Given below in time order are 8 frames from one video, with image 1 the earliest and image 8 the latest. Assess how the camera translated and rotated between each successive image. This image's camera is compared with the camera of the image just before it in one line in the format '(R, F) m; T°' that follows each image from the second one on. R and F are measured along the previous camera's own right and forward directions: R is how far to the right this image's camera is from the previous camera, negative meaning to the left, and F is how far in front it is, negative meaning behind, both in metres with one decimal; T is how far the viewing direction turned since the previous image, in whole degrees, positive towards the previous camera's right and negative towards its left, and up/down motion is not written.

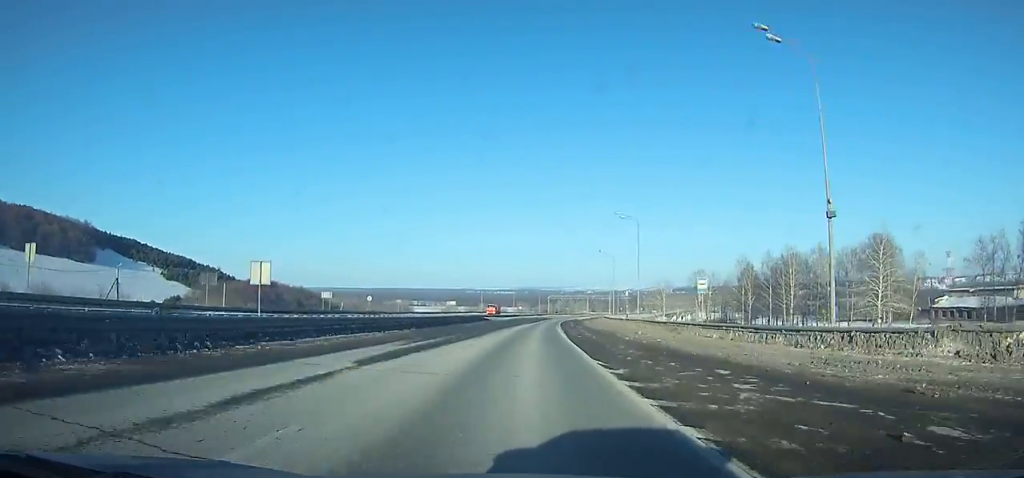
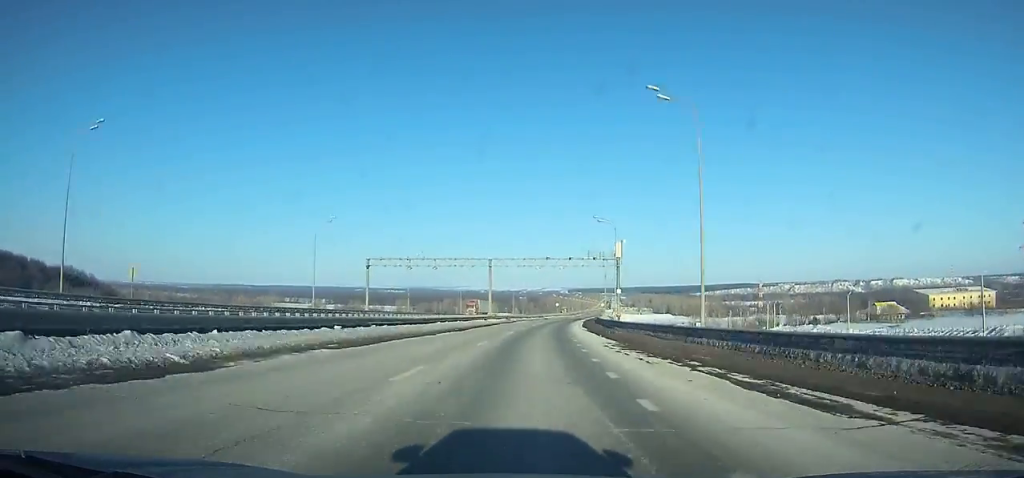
(+19.2, +196.8) m; +11°
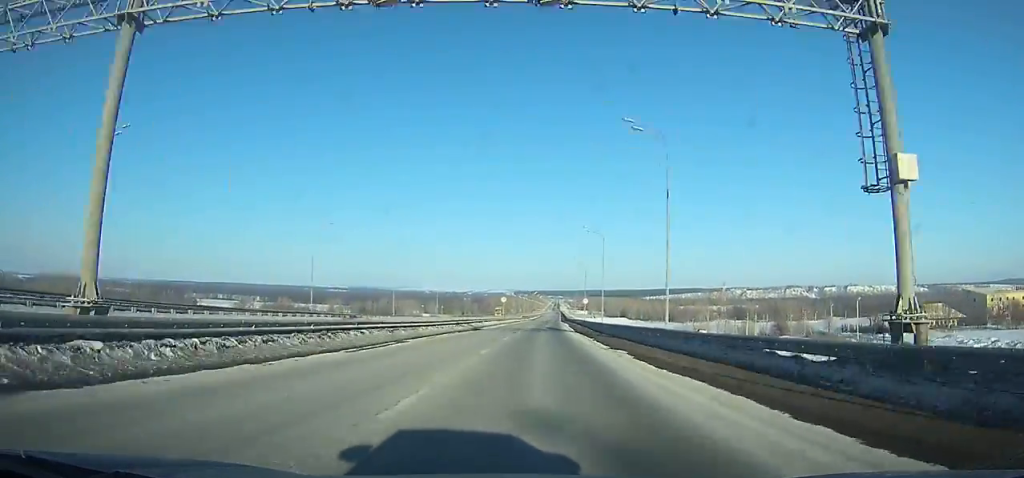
(+2.8, +74.5) m; +4°
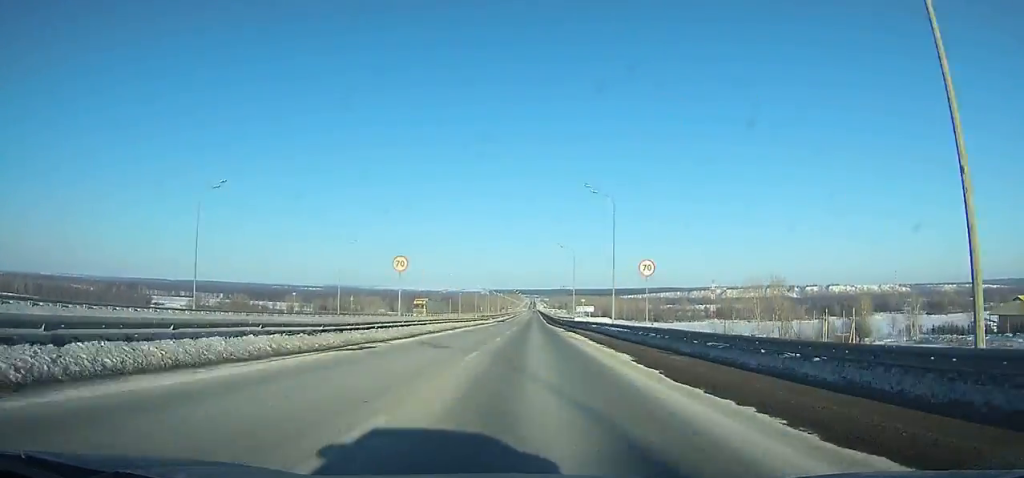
(+2.1, +61.9) m; +3°
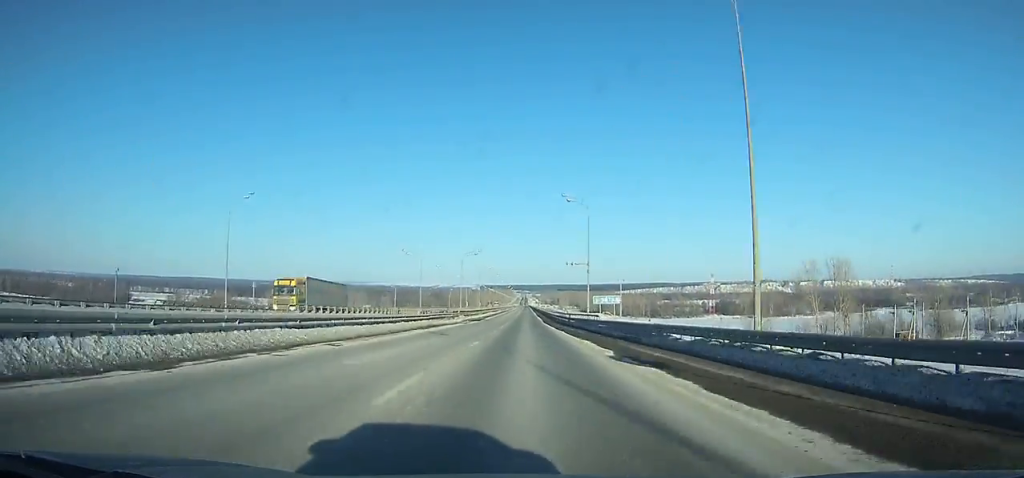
(+0.3, +32.2) m; +1°
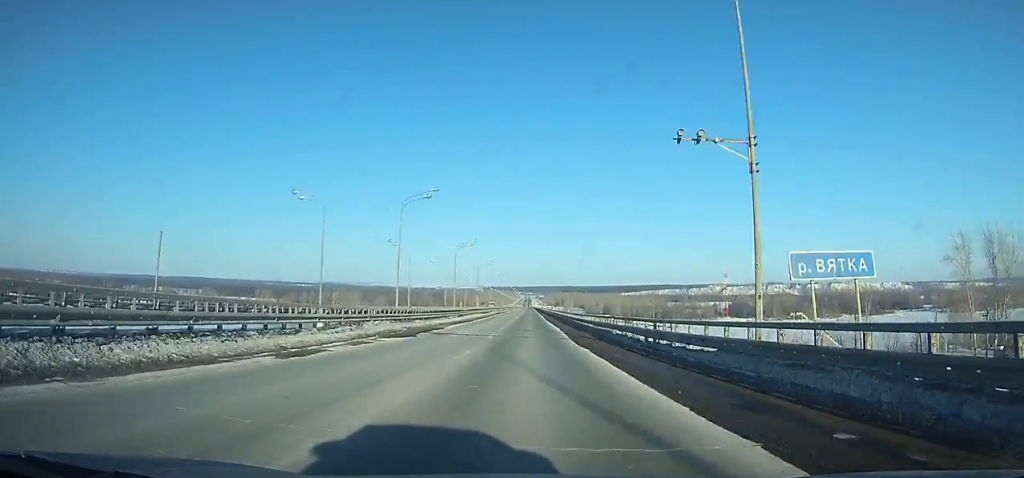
(+0.3, +39.3) m; 0°
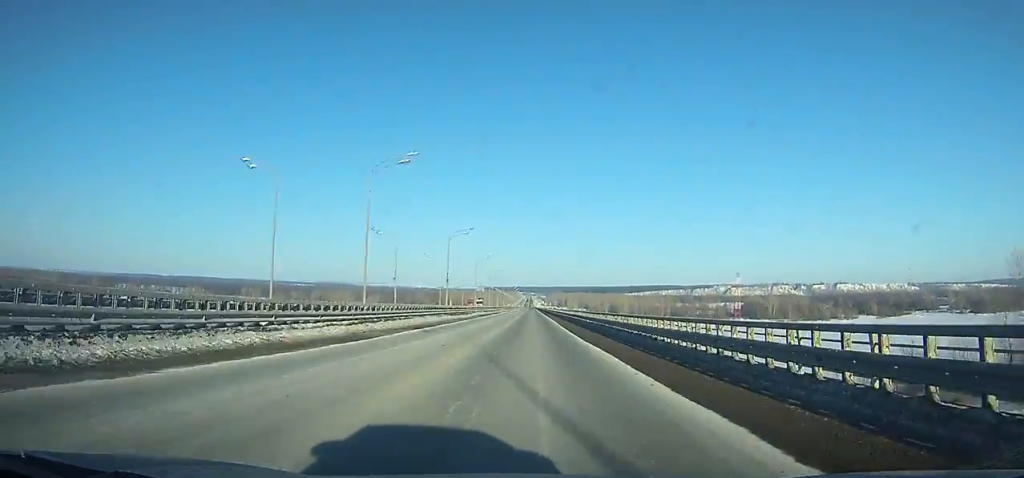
(+0.1, +39.3) m; 0°
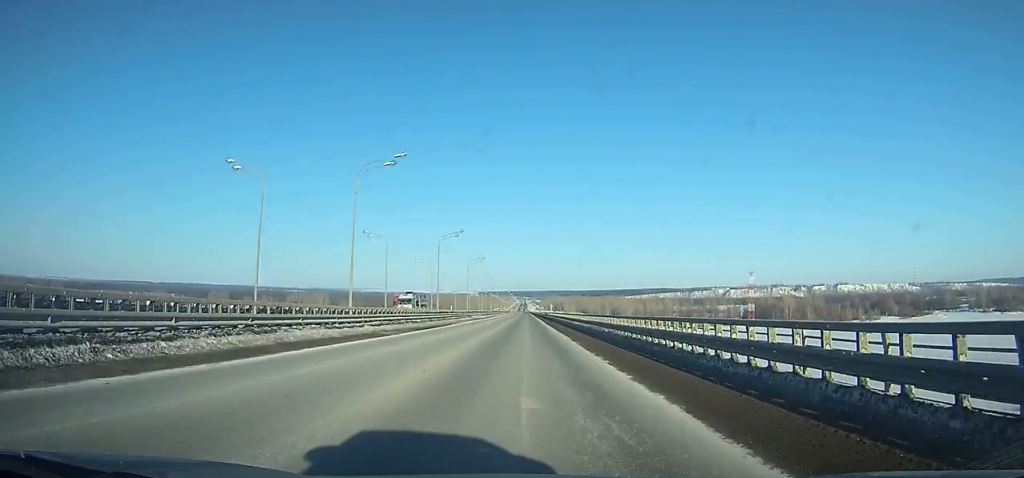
(0.0, +60.1) m; 0°
